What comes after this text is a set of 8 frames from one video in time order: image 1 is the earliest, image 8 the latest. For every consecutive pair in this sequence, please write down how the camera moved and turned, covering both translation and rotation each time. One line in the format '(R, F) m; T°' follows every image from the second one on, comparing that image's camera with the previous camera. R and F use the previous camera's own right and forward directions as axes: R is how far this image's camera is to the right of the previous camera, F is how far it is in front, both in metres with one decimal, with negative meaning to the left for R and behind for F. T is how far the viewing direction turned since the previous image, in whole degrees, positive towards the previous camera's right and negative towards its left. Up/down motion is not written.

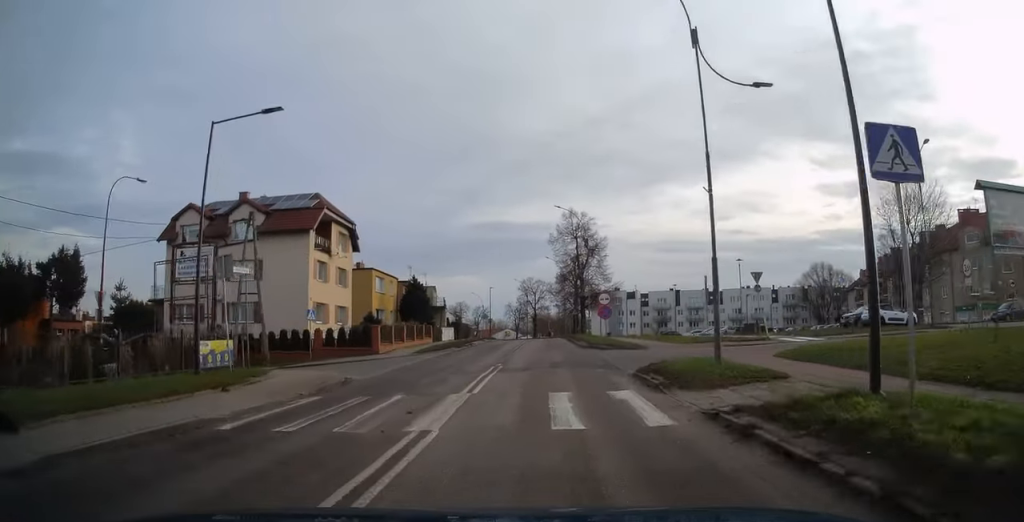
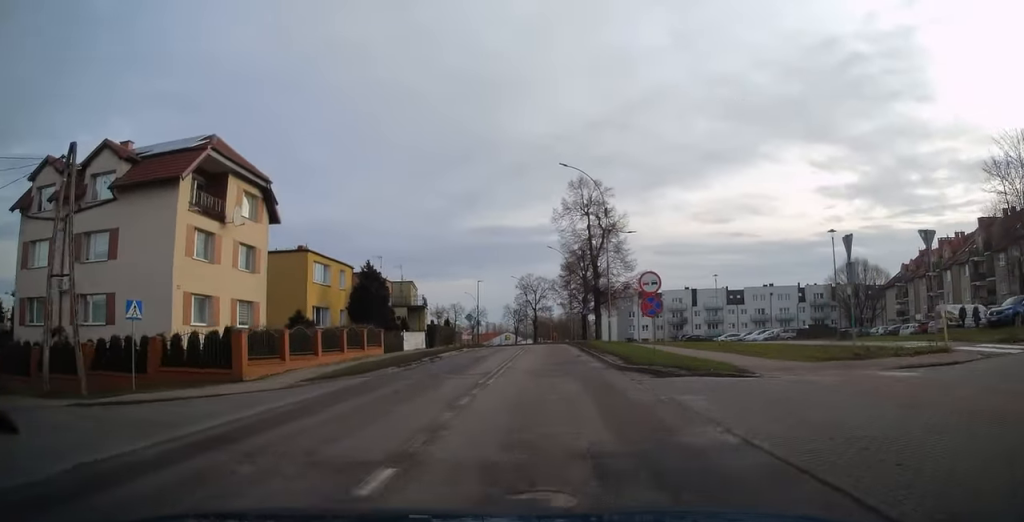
(-0.4, +15.3) m; 0°
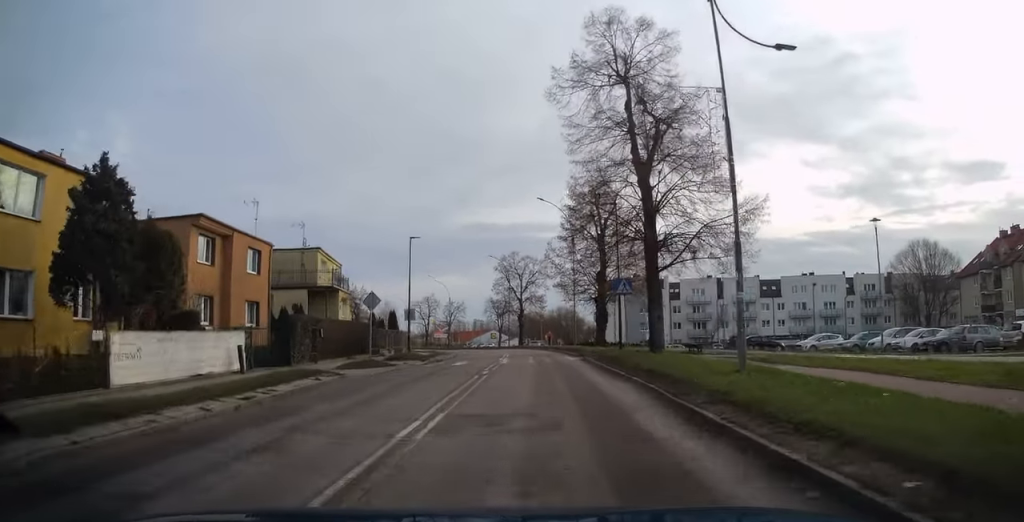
(+0.8, +26.6) m; +1°
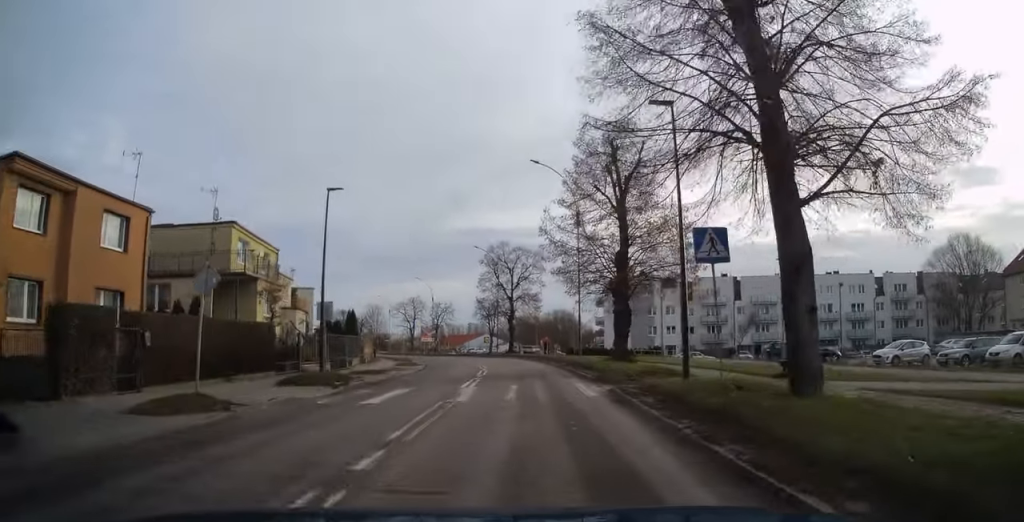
(-0.1, +12.0) m; -1°
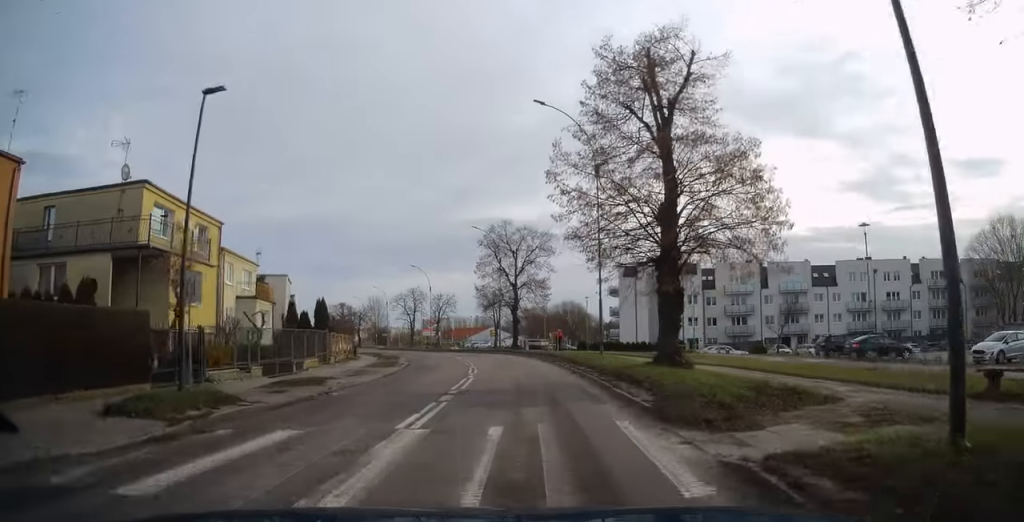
(-0.1, +8.5) m; -1°
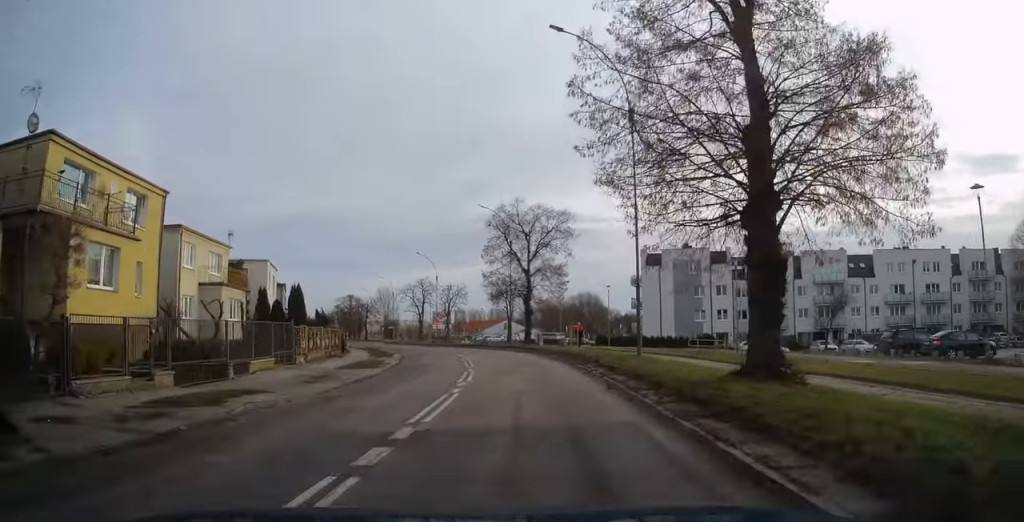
(0.0, +6.7) m; 0°
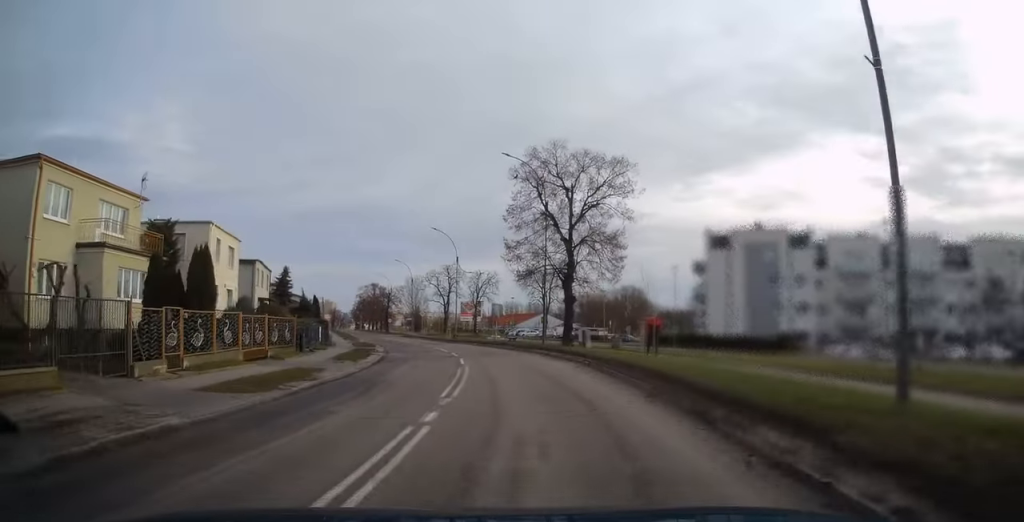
(0.0, +13.7) m; -1°
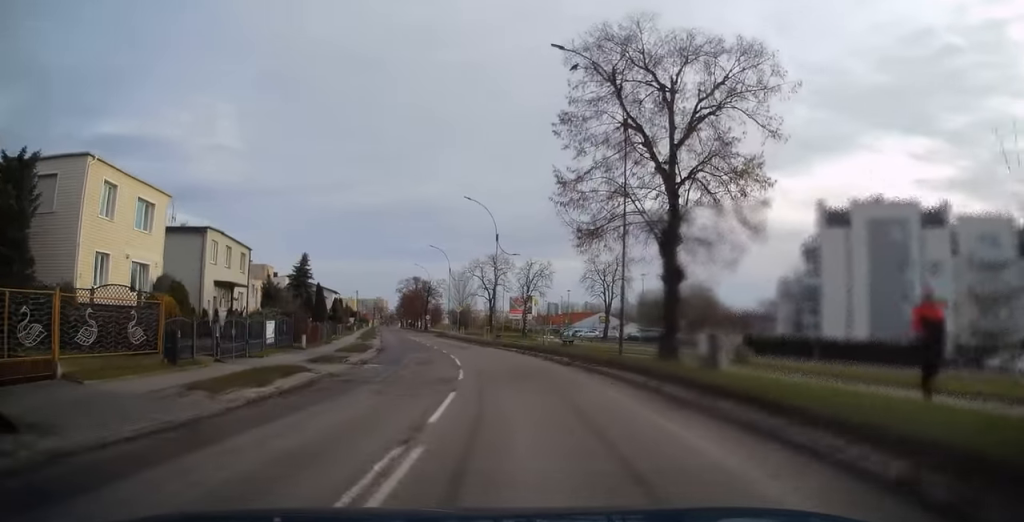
(-0.1, +15.0) m; -5°
